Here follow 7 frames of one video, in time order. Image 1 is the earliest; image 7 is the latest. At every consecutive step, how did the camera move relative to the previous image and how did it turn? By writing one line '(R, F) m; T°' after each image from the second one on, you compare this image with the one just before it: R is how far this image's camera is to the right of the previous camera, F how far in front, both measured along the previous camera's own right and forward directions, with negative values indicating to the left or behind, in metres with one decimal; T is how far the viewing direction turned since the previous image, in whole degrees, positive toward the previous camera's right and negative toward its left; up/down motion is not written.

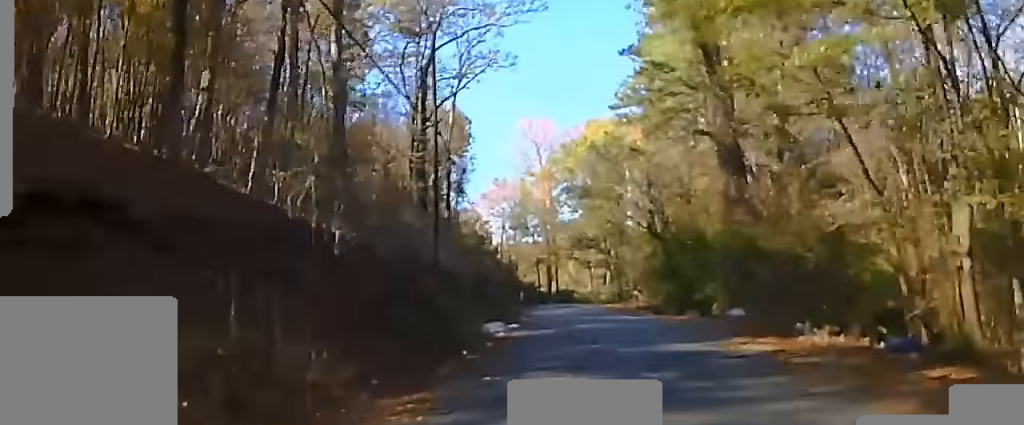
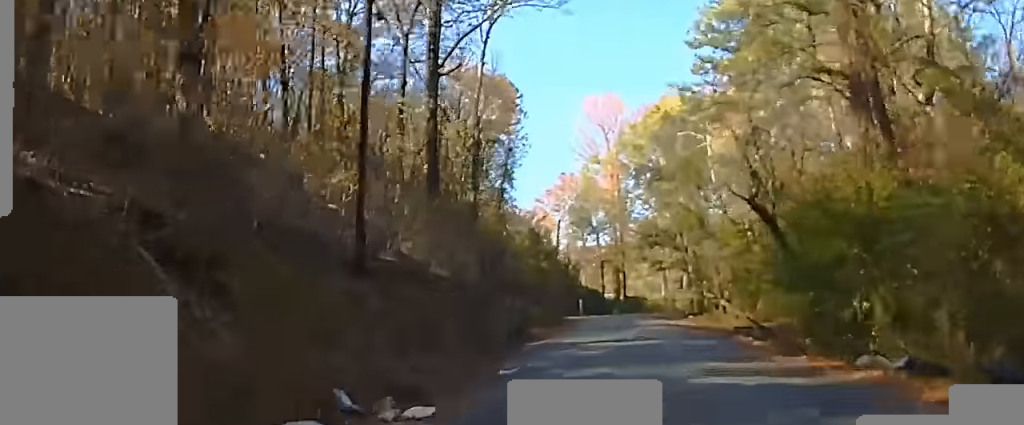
(-1.0, +16.0) m; -6°
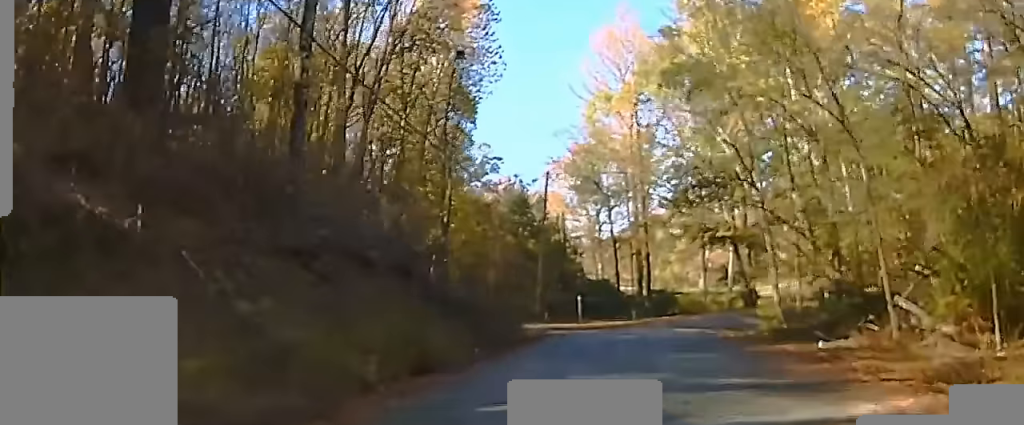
(-1.7, +28.4) m; -4°
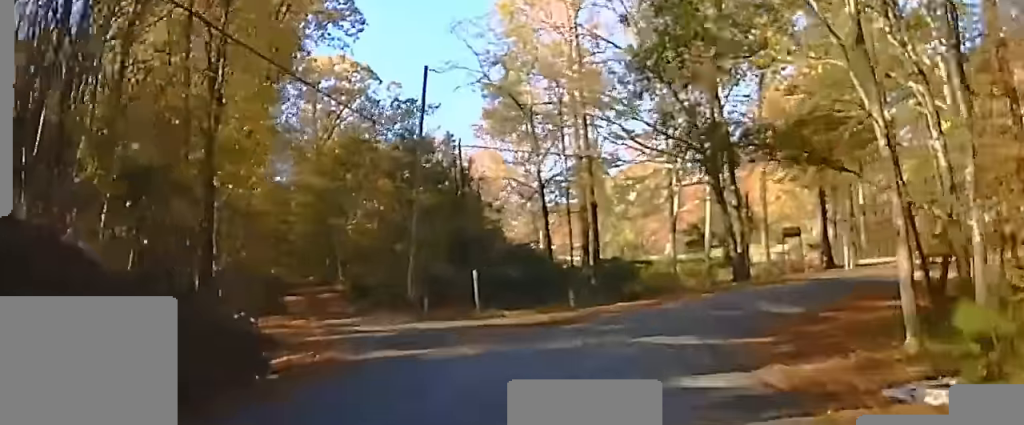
(+0.1, +20.1) m; +2°
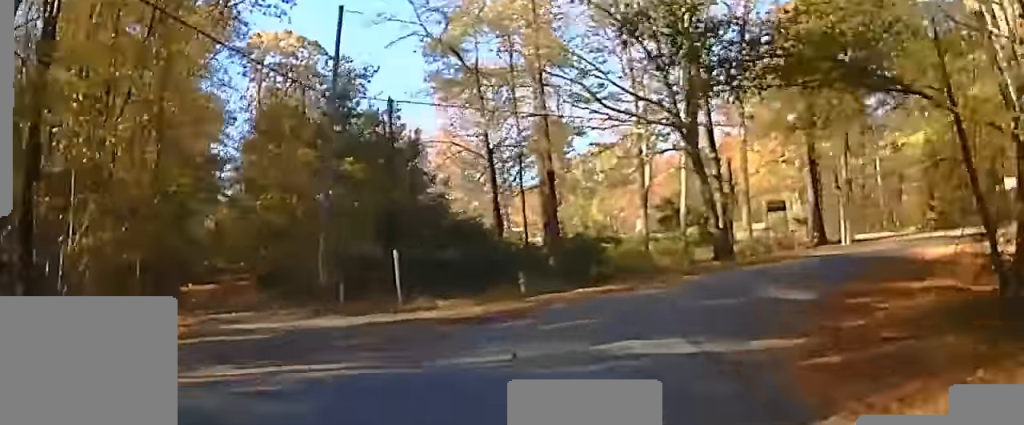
(-0.2, +7.9) m; +2°
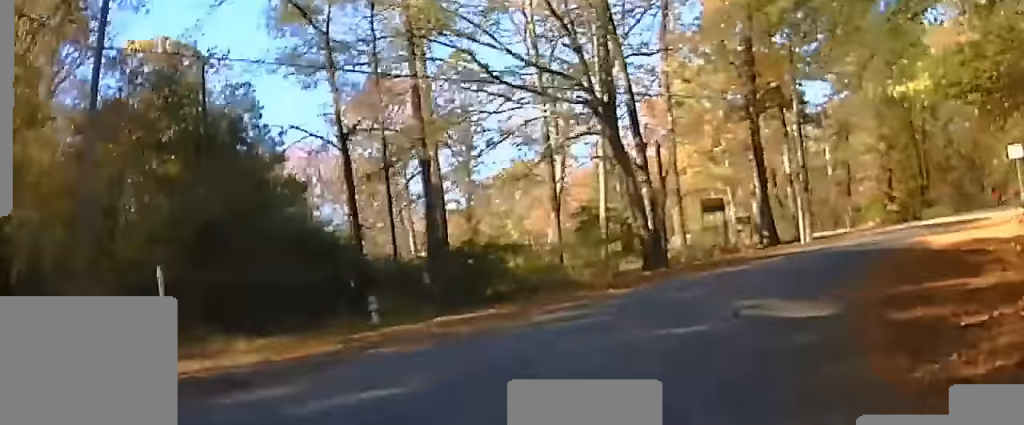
(+0.5, +9.9) m; +7°
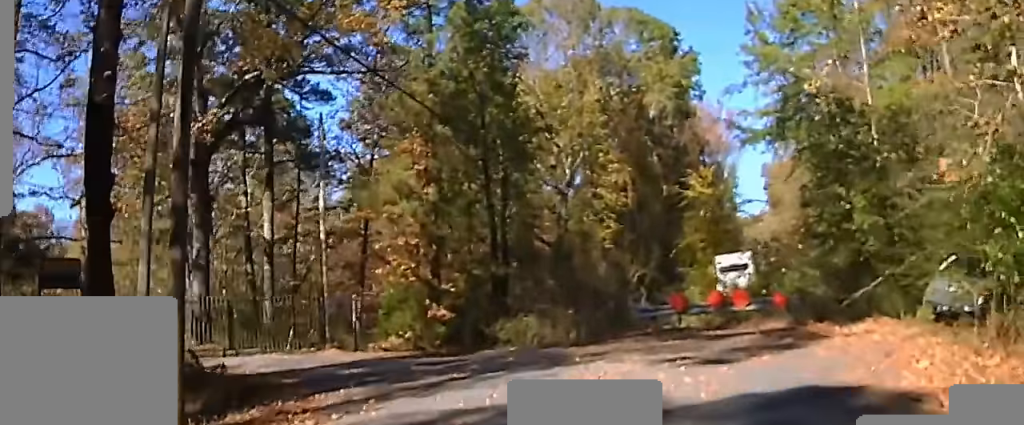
(+8.9, +28.6) m; +37°
